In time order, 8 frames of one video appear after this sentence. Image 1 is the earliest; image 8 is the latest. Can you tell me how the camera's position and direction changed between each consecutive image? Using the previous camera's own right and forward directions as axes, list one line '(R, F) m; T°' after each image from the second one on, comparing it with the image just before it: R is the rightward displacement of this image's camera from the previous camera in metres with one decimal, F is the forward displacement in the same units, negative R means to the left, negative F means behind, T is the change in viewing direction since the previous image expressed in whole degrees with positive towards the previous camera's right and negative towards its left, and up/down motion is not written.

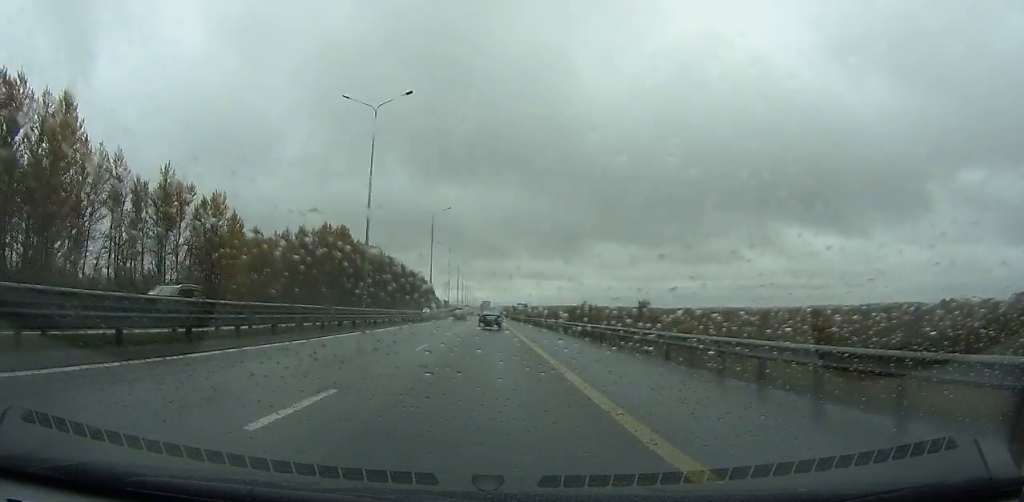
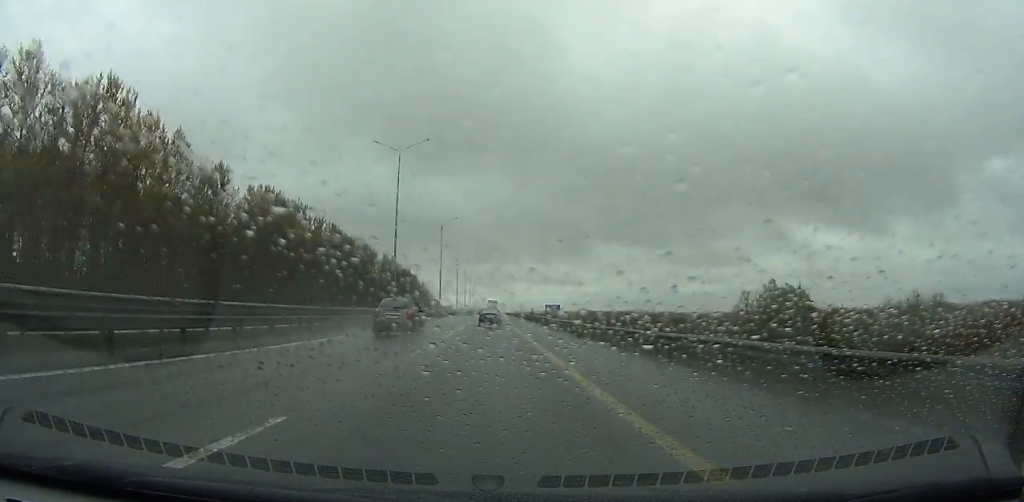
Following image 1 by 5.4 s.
(-0.6, +126.4) m; -1°
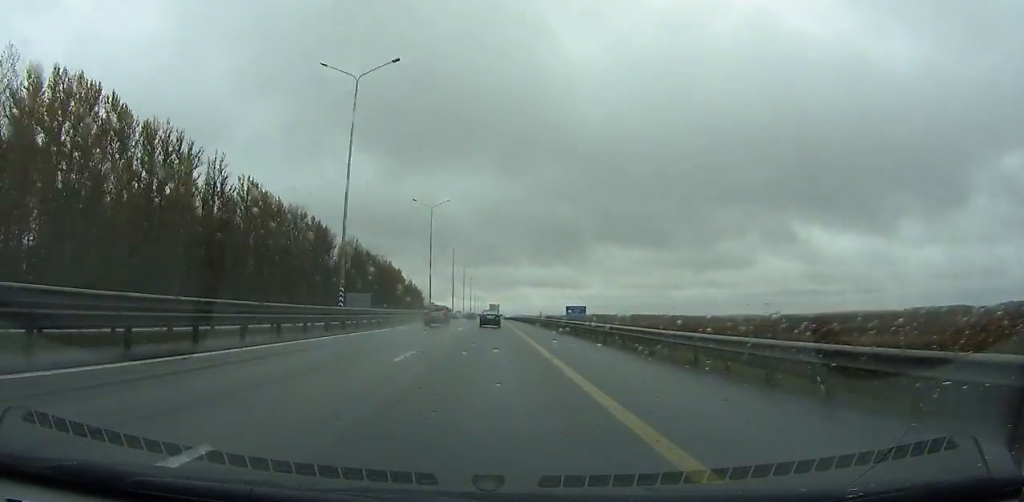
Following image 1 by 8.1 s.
(-0.3, +64.0) m; 0°
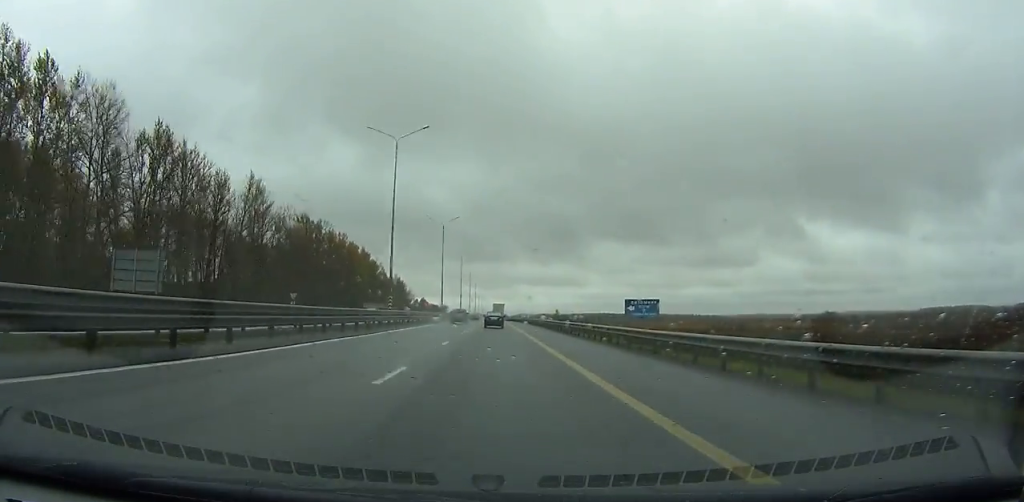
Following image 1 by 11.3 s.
(-0.2, +77.1) m; 0°
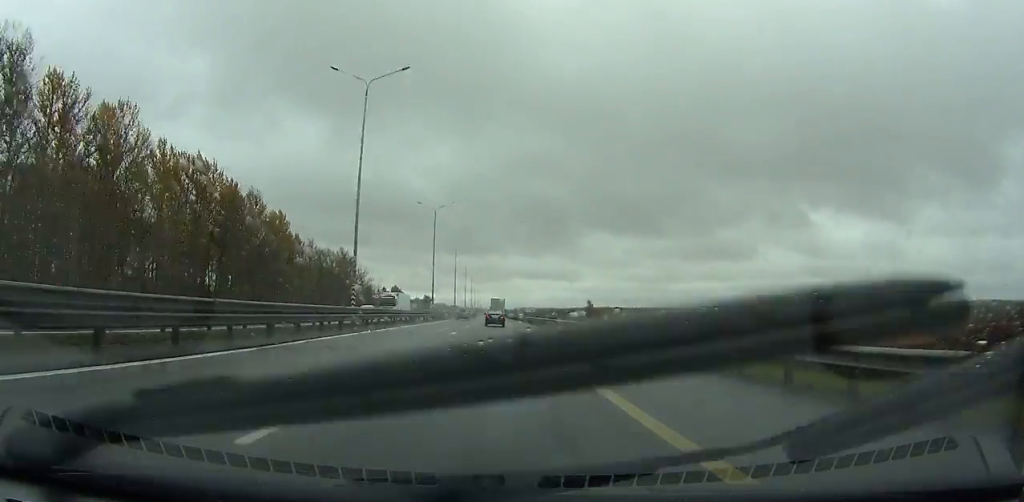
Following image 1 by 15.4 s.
(+0.4, +99.5) m; 0°
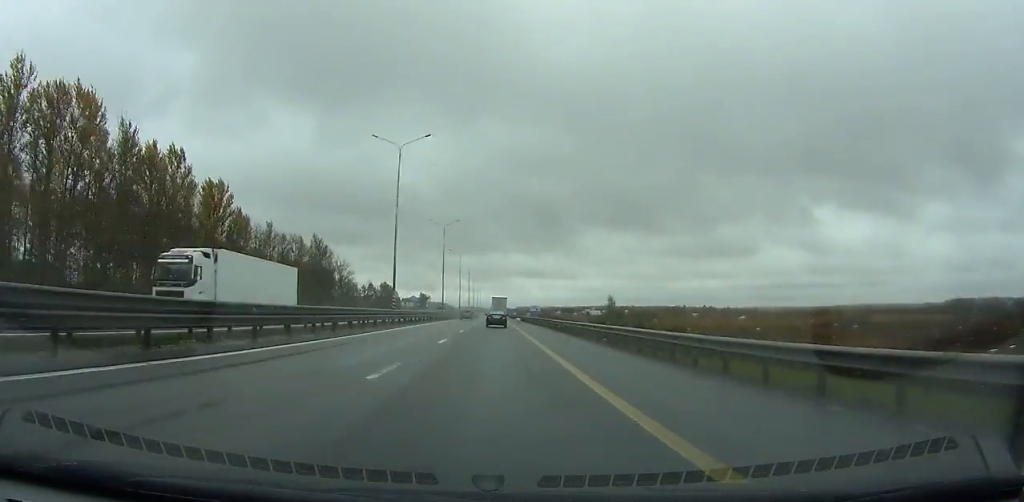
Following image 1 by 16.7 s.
(+0.1, +31.2) m; 0°
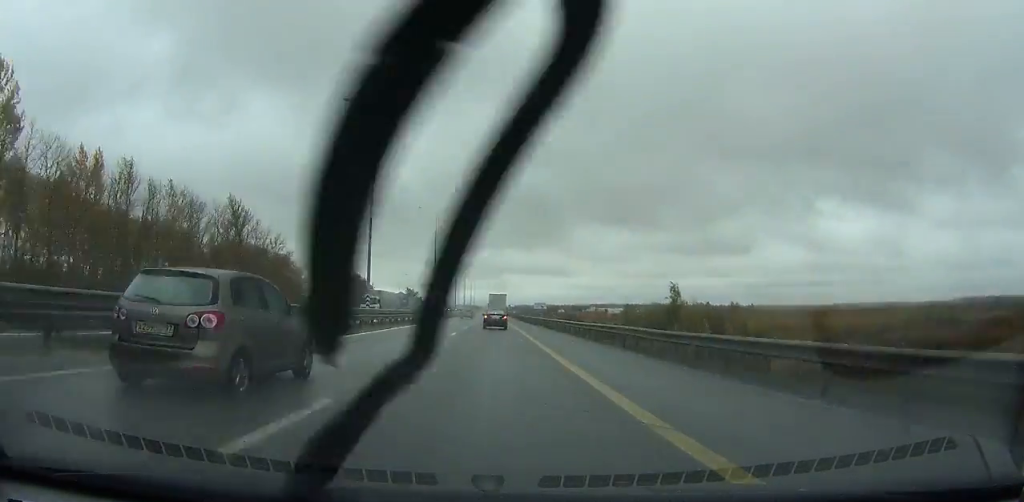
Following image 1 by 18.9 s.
(+0.1, +52.4) m; 0°
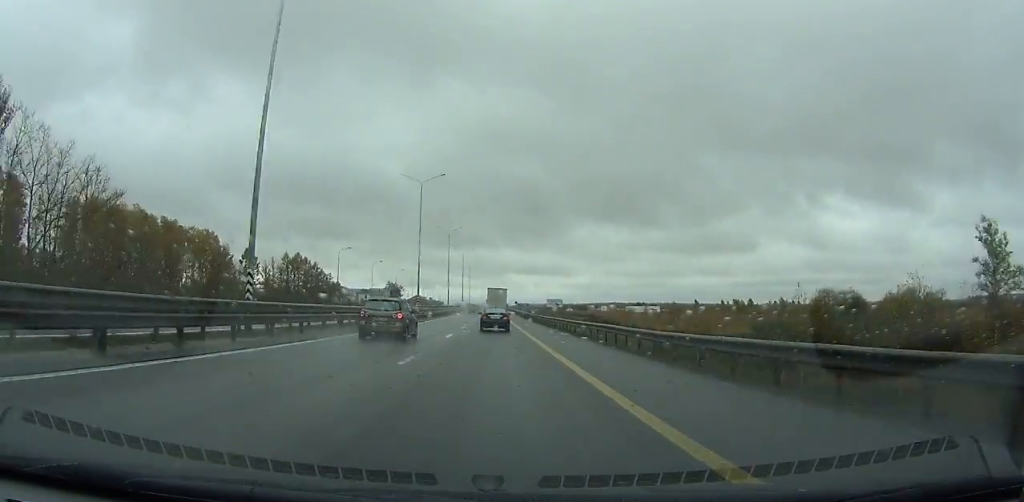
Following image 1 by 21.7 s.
(-0.2, +65.0) m; 0°
